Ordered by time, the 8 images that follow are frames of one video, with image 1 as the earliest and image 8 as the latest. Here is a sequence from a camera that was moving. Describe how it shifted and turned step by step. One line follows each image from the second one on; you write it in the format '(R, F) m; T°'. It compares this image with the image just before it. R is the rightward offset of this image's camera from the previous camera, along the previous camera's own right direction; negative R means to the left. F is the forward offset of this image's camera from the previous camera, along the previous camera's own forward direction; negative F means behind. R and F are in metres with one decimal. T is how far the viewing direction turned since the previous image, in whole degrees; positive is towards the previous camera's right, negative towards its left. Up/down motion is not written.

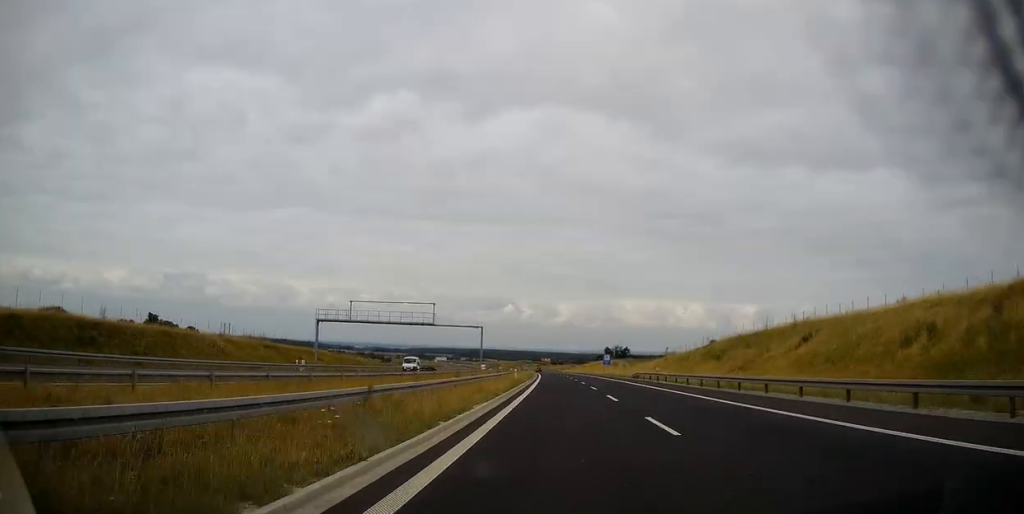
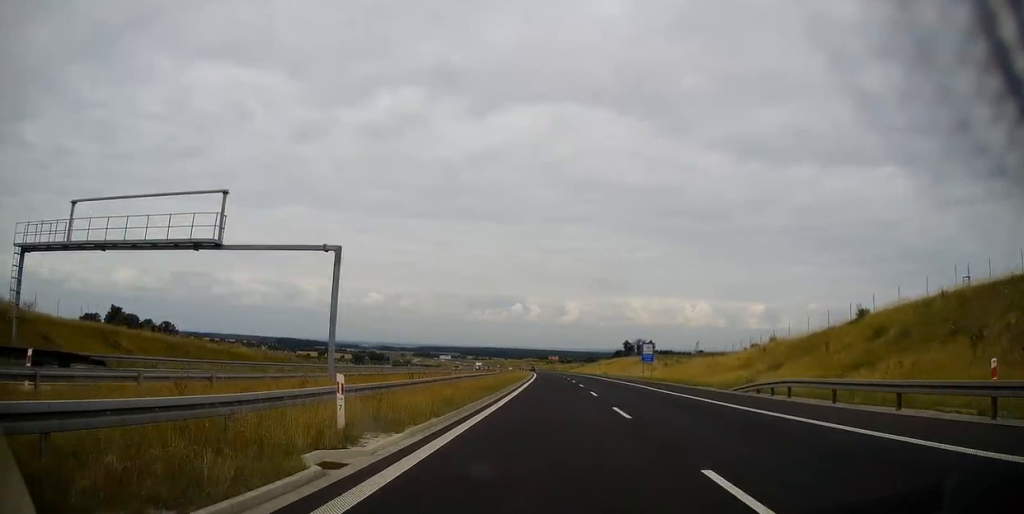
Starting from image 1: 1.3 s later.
(-0.2, +43.8) m; -1°
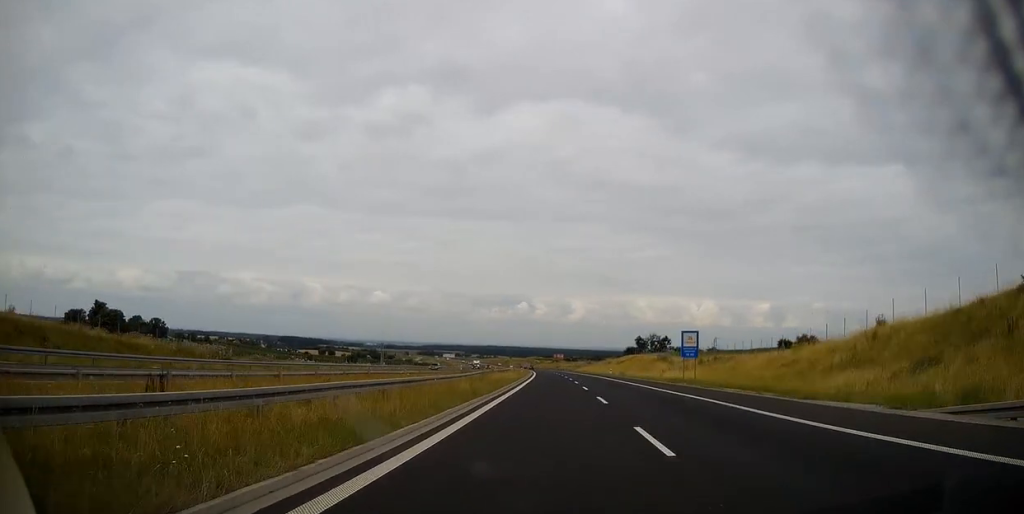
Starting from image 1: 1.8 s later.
(-0.2, +18.4) m; 0°
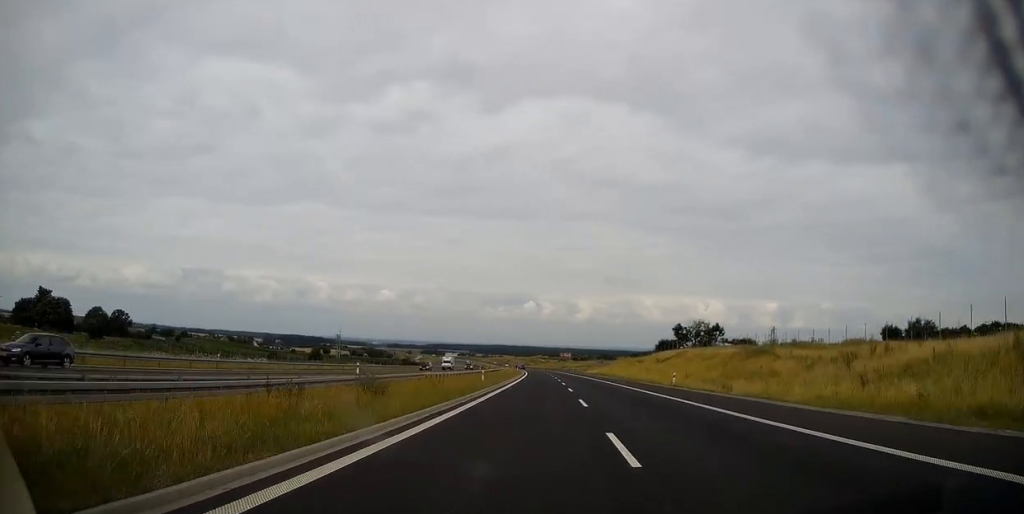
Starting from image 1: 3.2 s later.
(-0.3, +48.5) m; -1°
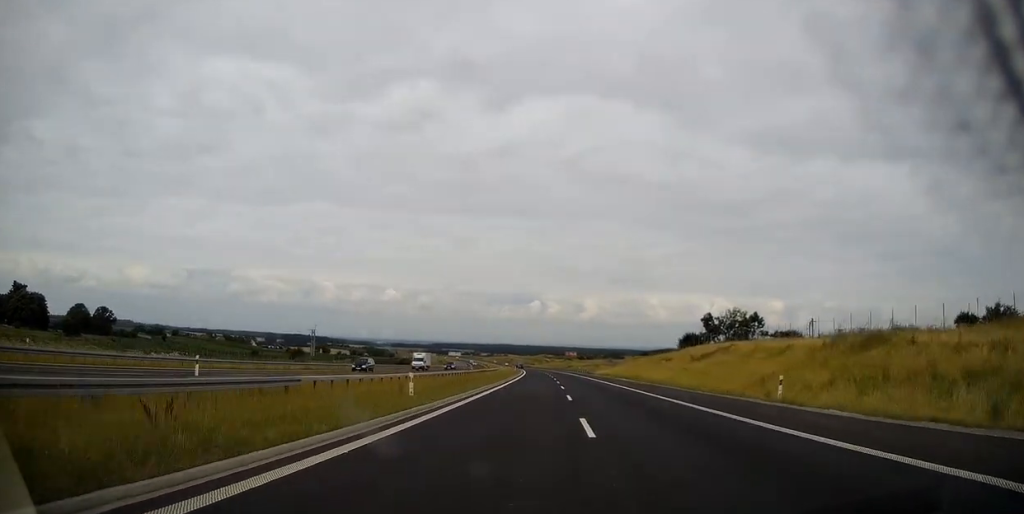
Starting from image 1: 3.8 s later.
(0.0, +20.8) m; 0°
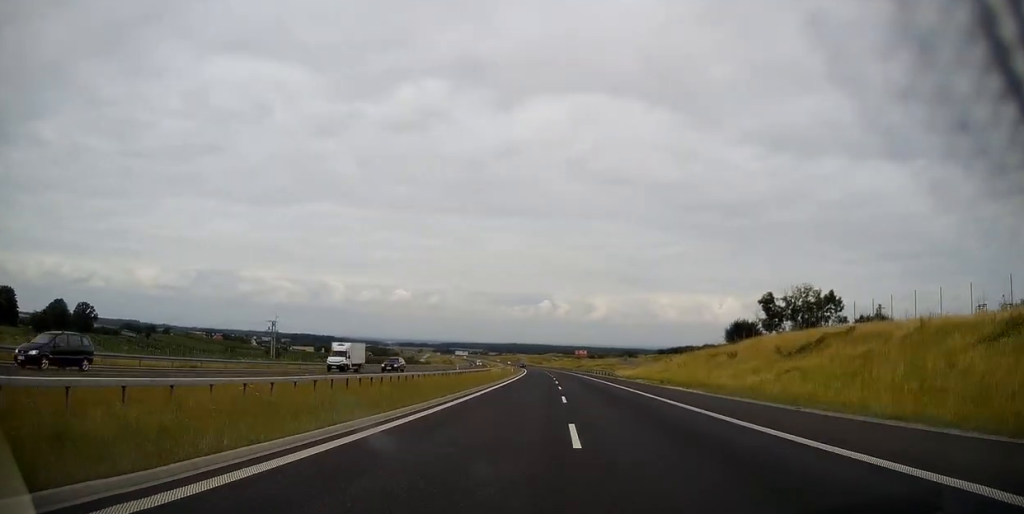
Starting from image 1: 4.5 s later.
(-0.1, +25.5) m; -1°
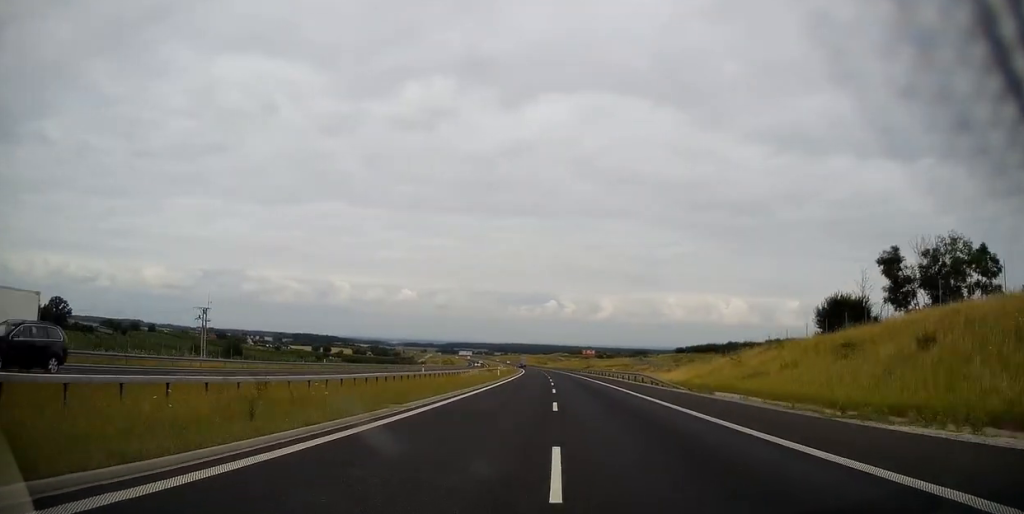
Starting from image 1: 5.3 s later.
(-0.2, +27.8) m; -1°
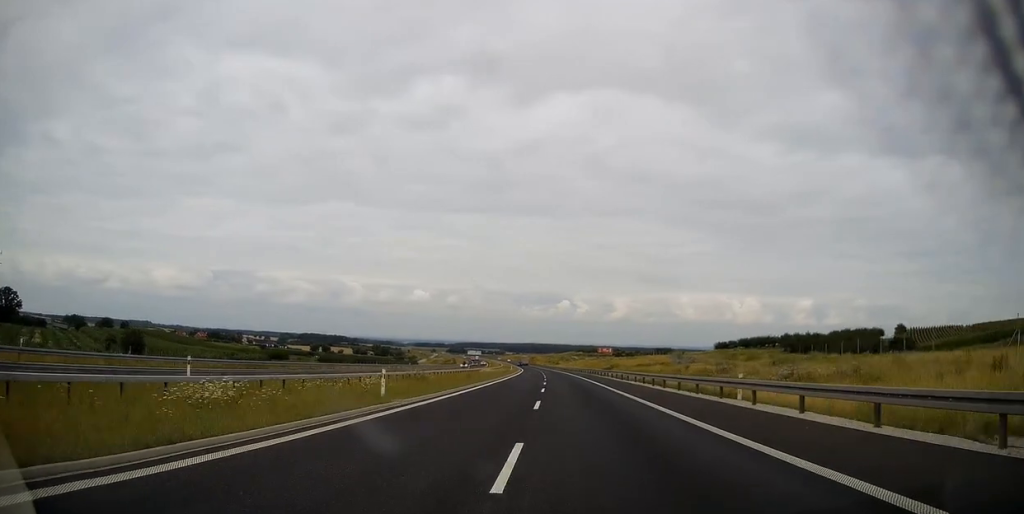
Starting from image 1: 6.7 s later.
(-0.5, +47.5) m; -1°
